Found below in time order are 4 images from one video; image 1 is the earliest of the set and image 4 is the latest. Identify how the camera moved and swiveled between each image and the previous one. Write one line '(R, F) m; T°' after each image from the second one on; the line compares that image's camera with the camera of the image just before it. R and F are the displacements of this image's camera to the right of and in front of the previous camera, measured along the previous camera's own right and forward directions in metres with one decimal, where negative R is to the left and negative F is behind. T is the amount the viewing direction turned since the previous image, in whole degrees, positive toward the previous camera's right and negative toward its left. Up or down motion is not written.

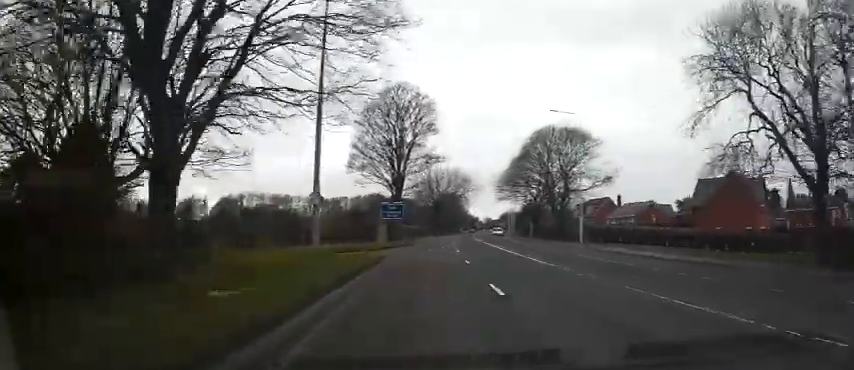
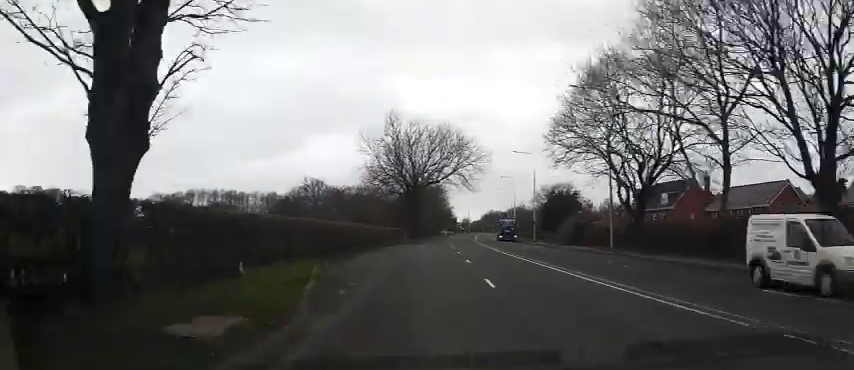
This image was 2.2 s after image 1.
(+0.8, +44.5) m; +3°
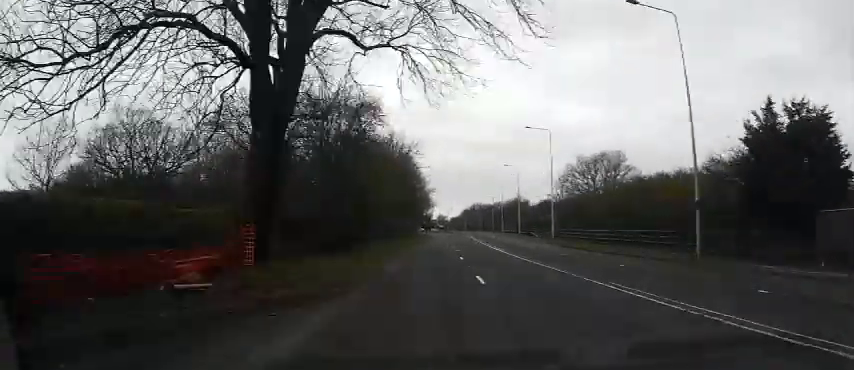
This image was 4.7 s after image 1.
(+0.9, +49.6) m; +2°
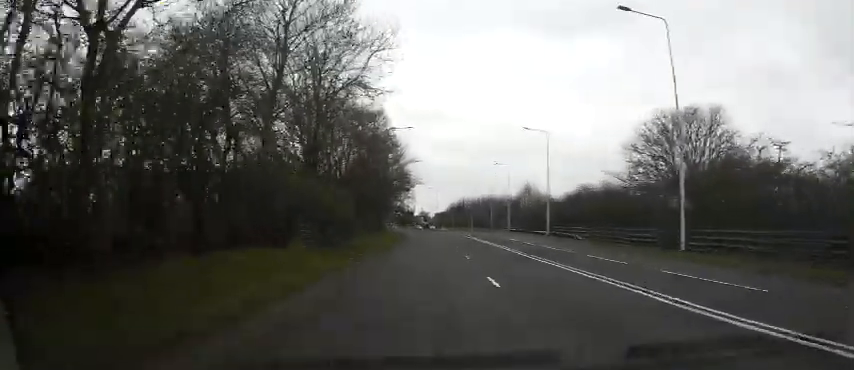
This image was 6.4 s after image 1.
(+0.6, +33.2) m; +2°
